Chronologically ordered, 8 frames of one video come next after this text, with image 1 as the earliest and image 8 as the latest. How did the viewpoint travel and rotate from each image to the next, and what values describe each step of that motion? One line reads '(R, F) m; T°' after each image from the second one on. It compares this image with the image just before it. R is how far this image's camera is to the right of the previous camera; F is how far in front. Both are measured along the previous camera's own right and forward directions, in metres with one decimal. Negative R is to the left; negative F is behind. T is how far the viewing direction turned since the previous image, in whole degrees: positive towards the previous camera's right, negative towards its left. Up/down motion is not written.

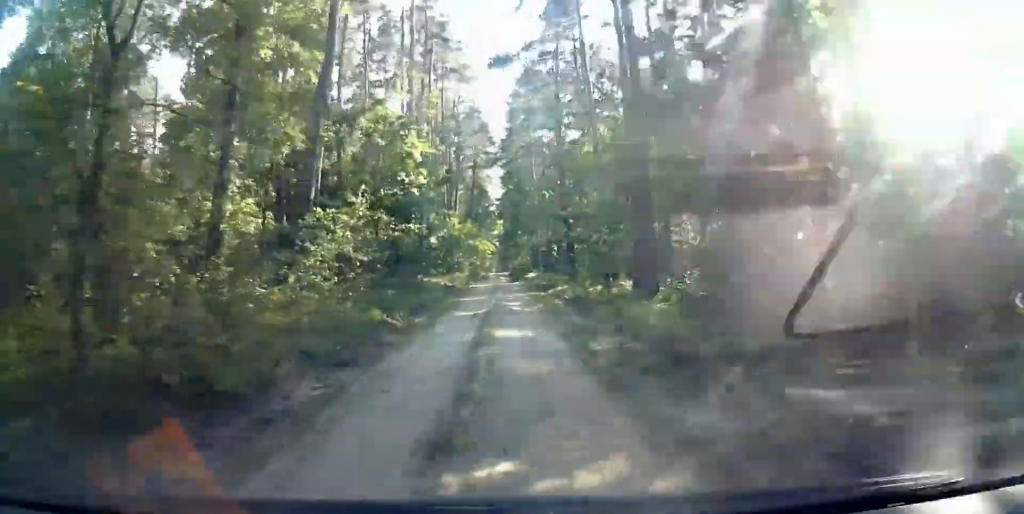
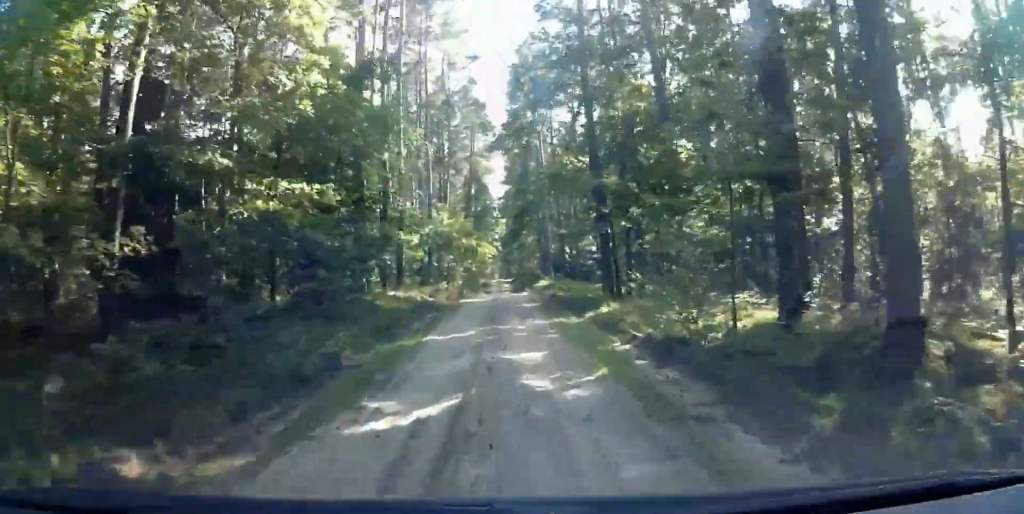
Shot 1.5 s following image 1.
(-3.5, +13.7) m; -16°
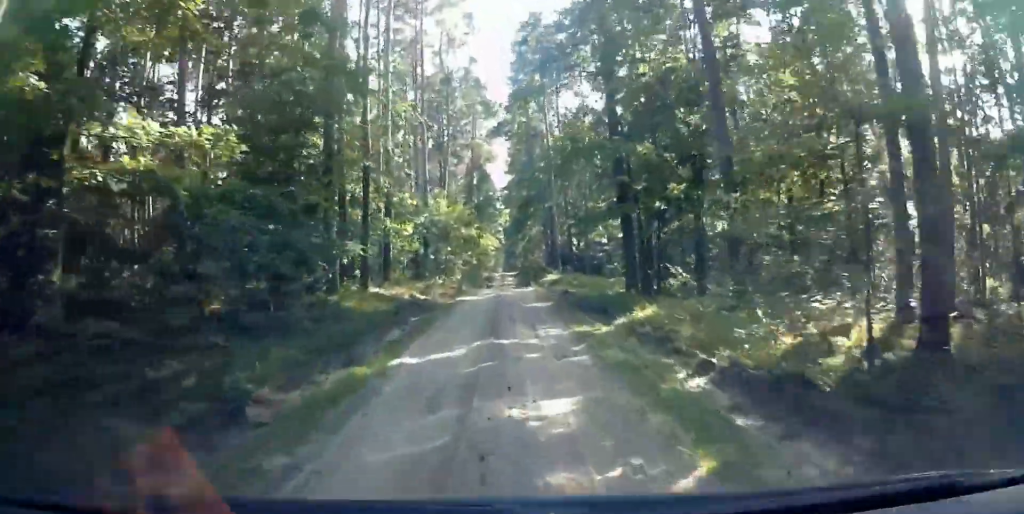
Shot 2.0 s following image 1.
(0.0, +4.7) m; -2°
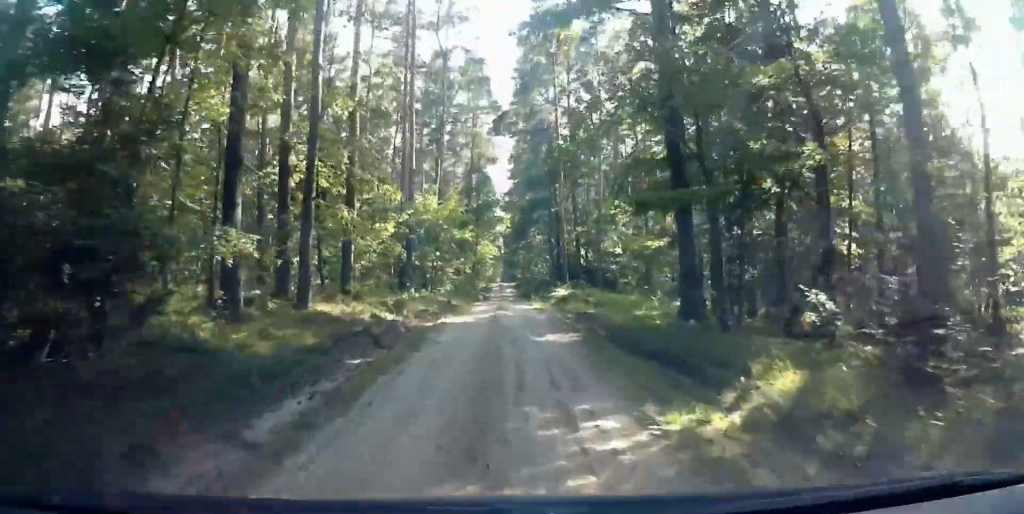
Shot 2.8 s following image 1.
(-0.2, +7.8) m; -6°
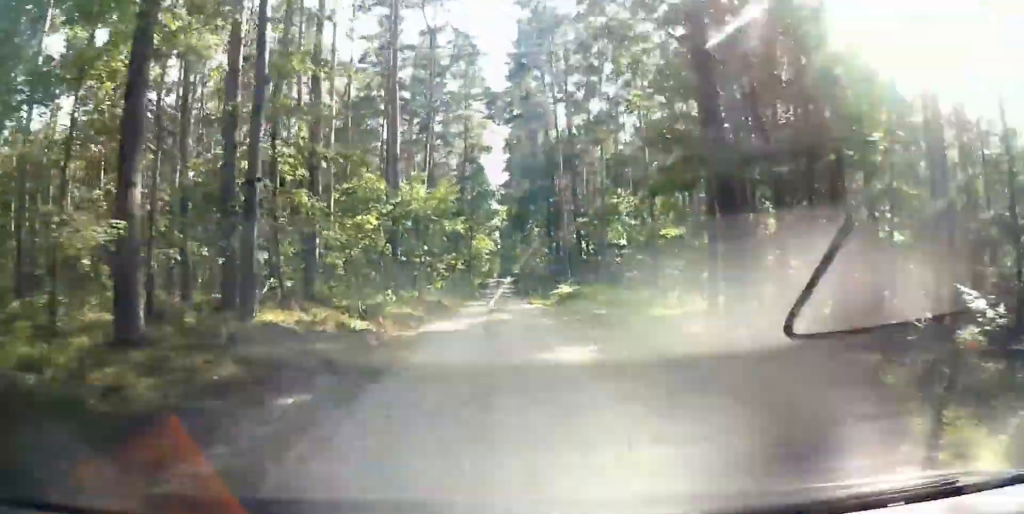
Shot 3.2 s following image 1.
(-0.3, +4.0) m; -2°
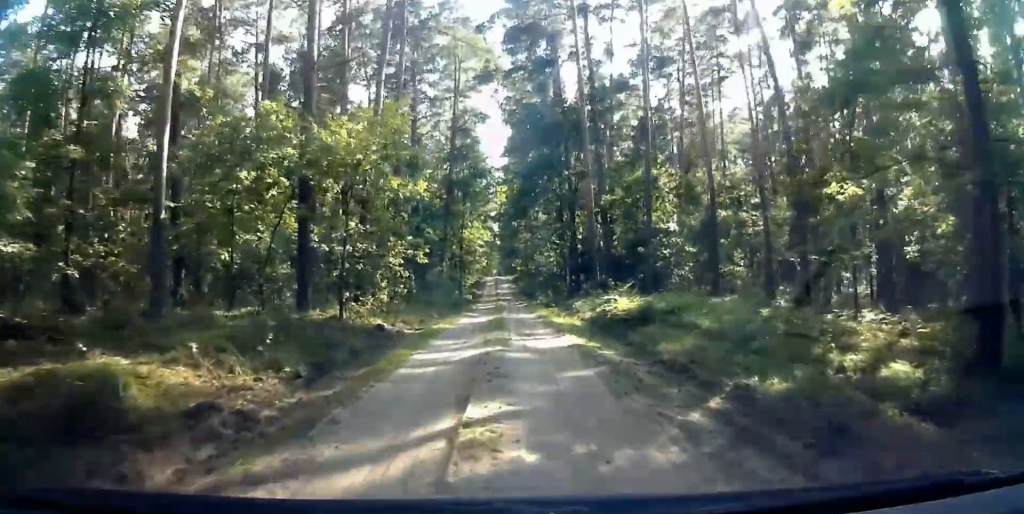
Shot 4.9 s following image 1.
(-0.9, +16.4) m; +2°
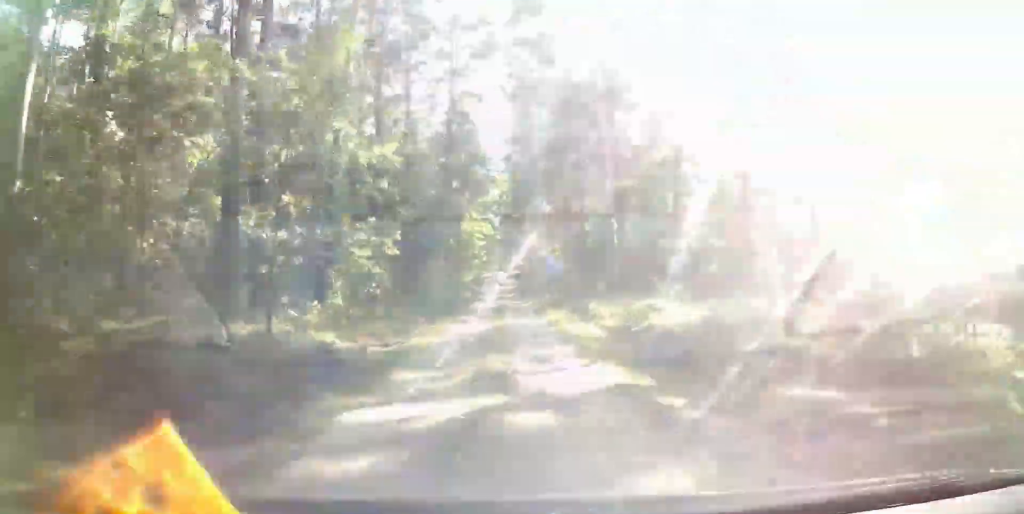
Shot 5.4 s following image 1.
(+0.5, +5.3) m; +3°
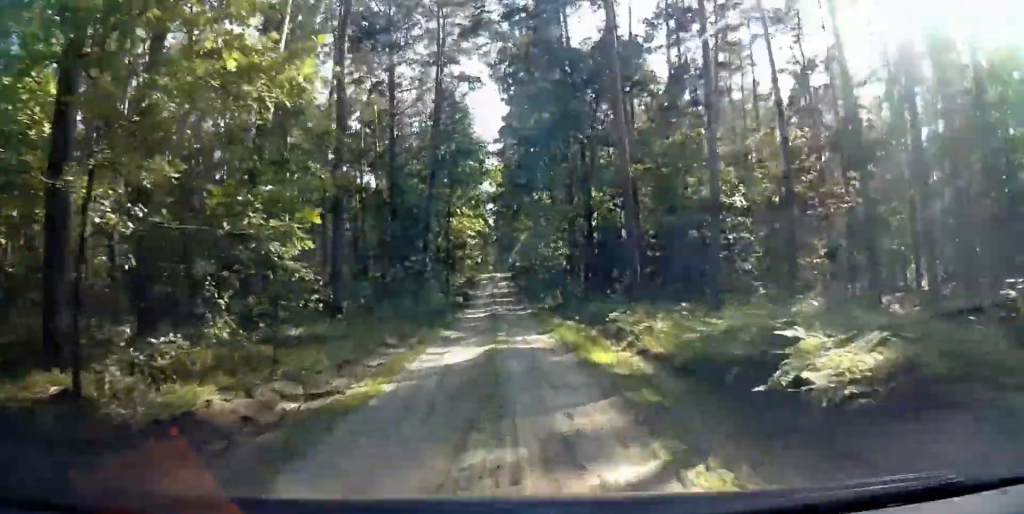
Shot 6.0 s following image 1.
(+0.2, +5.6) m; +3°
